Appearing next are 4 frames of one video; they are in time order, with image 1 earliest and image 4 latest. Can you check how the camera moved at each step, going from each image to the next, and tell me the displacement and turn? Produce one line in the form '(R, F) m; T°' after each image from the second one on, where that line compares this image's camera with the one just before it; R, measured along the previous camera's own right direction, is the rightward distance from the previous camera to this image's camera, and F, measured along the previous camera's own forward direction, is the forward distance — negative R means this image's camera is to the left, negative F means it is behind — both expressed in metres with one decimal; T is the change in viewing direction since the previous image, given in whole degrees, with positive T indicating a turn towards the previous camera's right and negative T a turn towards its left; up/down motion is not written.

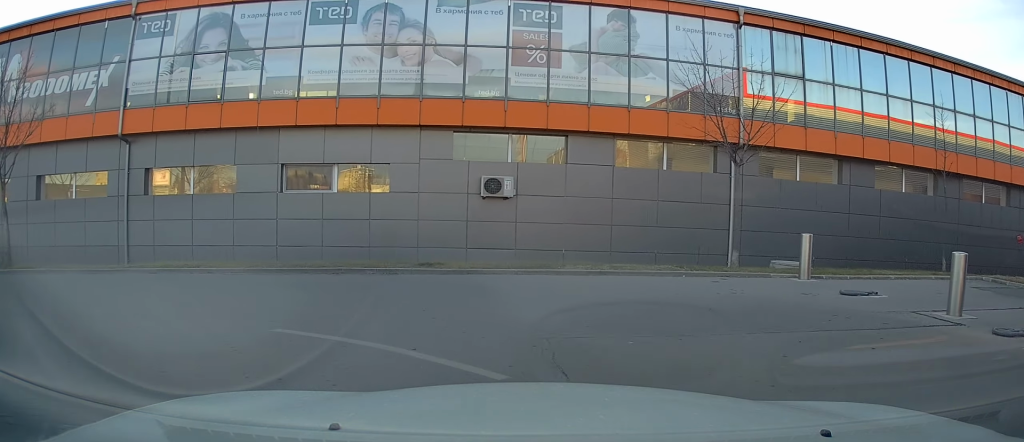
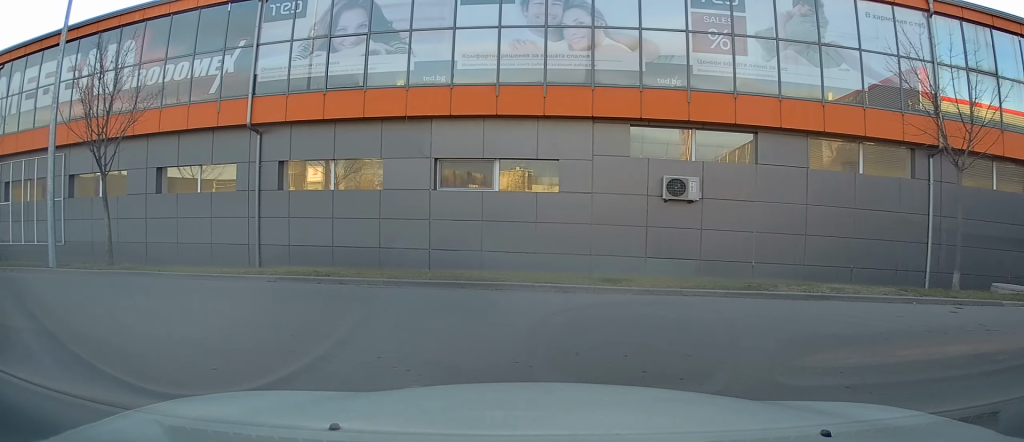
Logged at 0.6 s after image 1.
(+0.6, +1.7) m; -15°
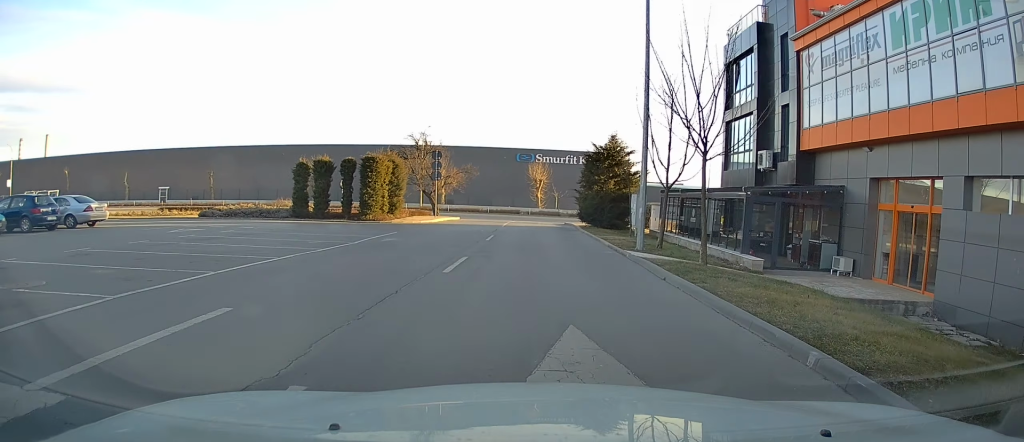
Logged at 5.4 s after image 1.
(-15.2, +14.1) m; -59°
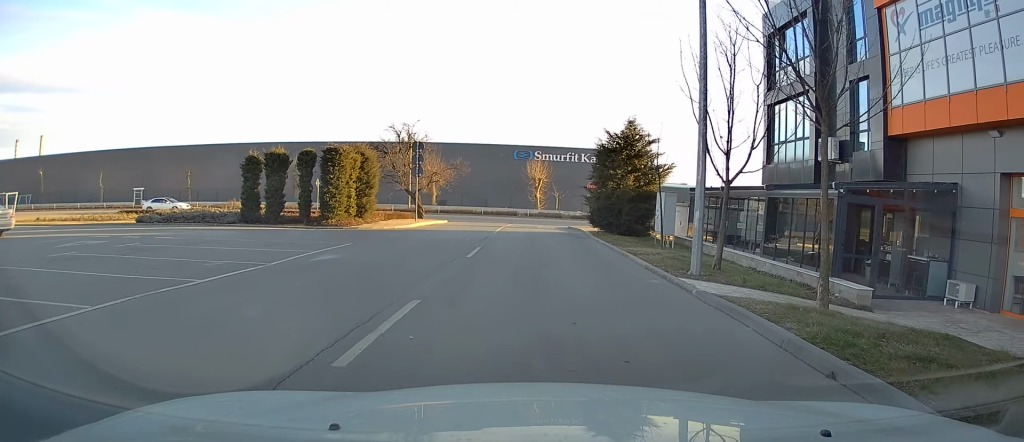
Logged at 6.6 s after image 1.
(-0.1, +6.5) m; -8°
